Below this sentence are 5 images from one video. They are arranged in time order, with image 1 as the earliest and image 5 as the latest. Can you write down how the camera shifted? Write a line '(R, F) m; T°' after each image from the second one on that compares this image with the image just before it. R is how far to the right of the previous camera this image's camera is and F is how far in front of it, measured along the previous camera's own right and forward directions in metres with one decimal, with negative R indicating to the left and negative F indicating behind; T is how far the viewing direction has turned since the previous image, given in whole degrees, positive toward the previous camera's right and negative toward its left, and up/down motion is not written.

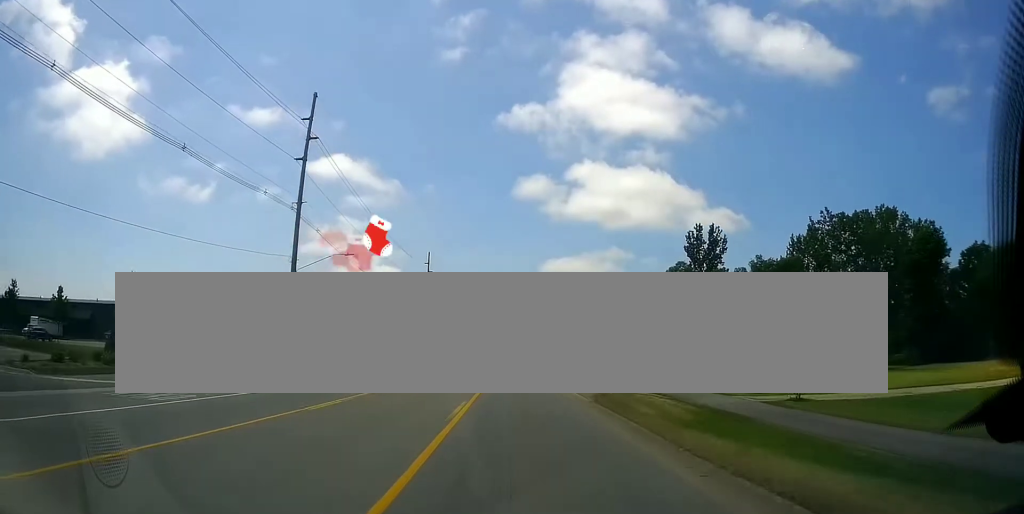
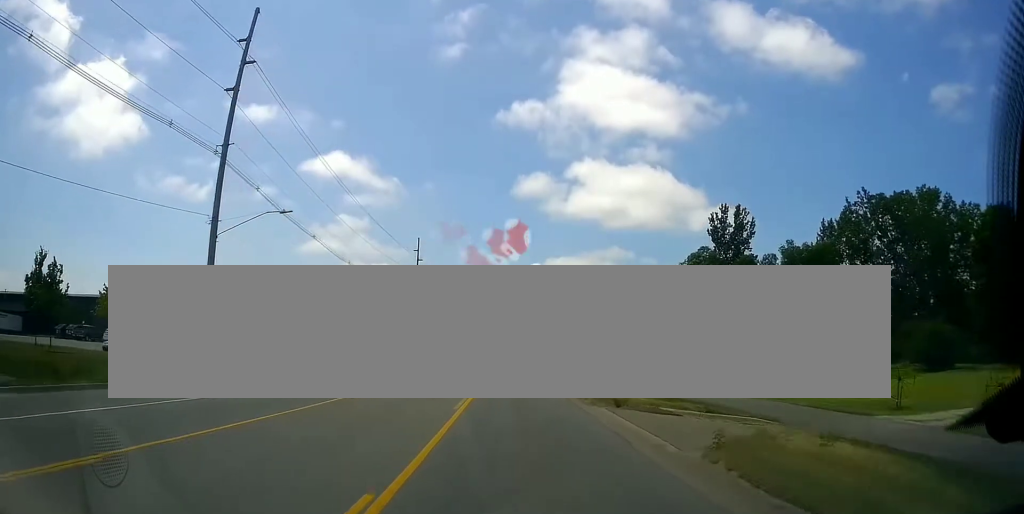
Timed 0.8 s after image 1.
(0.0, +12.1) m; +1°
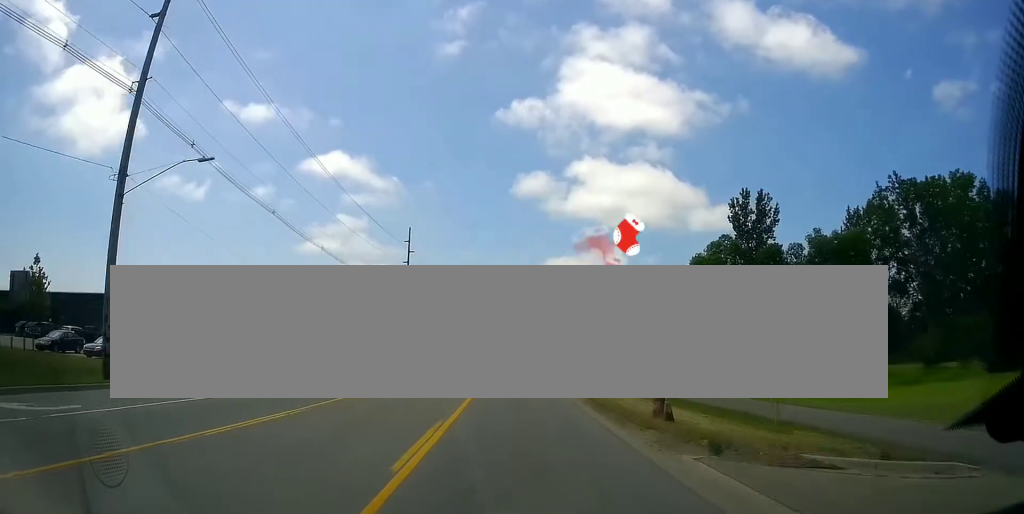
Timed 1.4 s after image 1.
(-0.1, +8.8) m; +1°
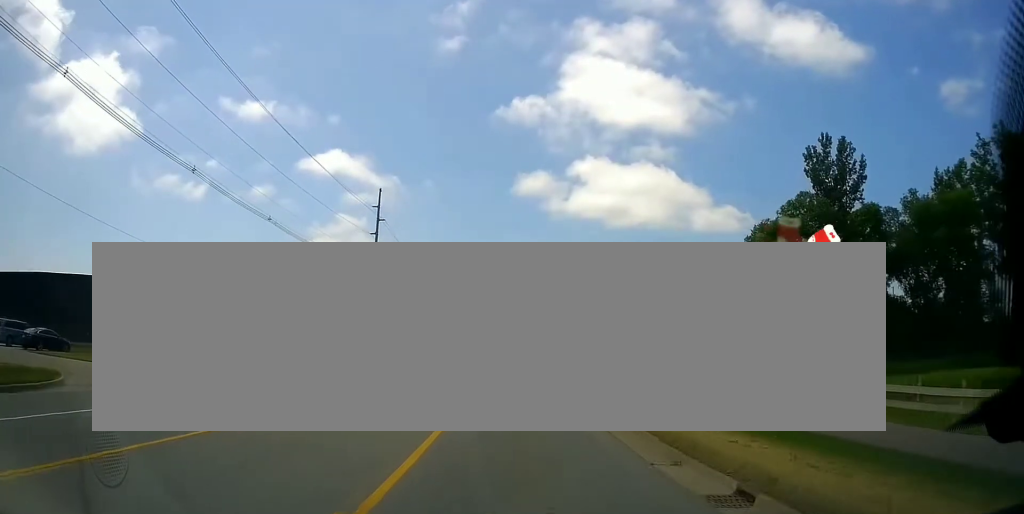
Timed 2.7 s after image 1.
(+0.4, +22.0) m; 0°
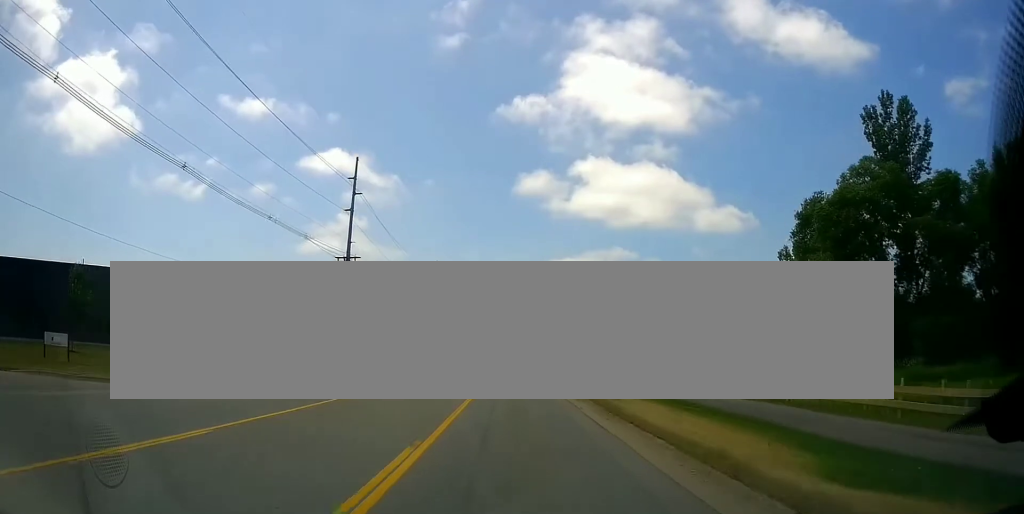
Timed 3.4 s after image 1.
(-0.3, +11.1) m; -1°
